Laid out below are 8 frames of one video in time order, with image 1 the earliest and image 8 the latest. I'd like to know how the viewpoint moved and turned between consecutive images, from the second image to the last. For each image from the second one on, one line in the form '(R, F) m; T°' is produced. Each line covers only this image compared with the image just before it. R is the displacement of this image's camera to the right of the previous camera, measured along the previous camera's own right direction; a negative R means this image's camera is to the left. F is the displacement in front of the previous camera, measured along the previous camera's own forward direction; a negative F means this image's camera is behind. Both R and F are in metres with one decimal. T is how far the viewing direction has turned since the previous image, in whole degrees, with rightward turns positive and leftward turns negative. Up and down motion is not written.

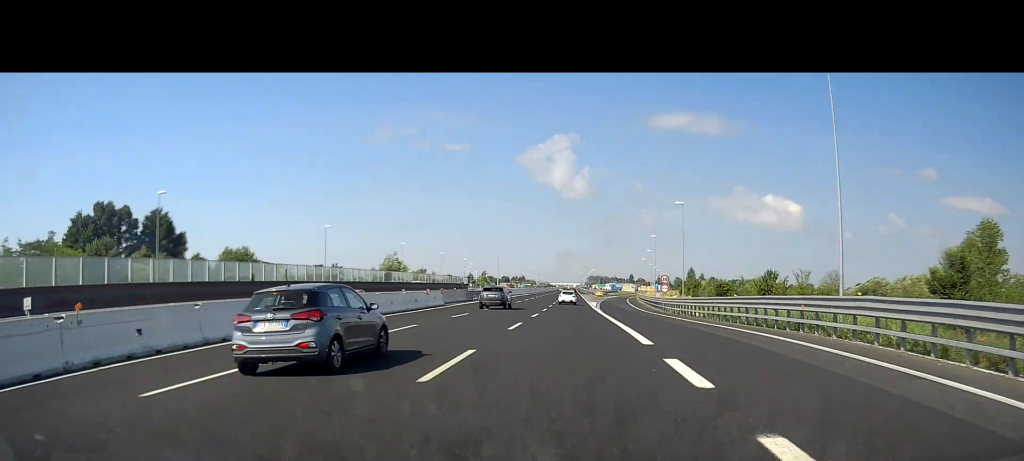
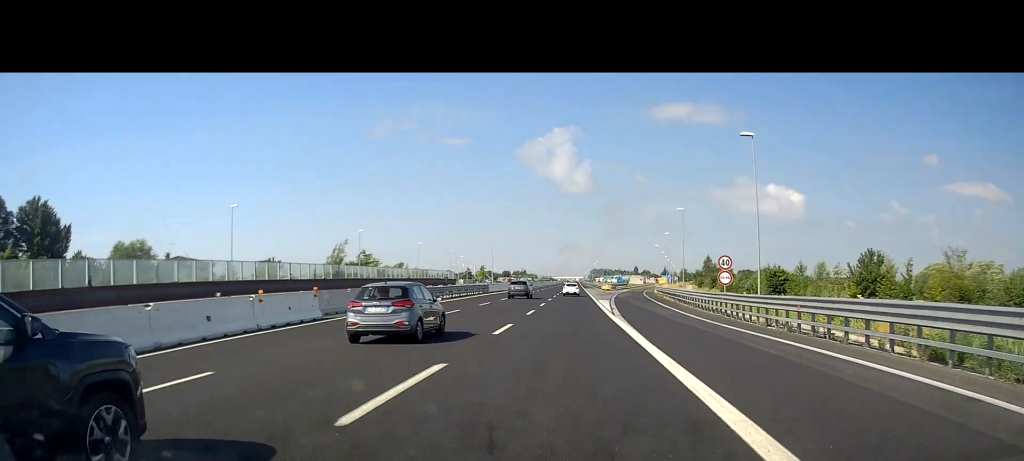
(-0.4, +26.3) m; -1°
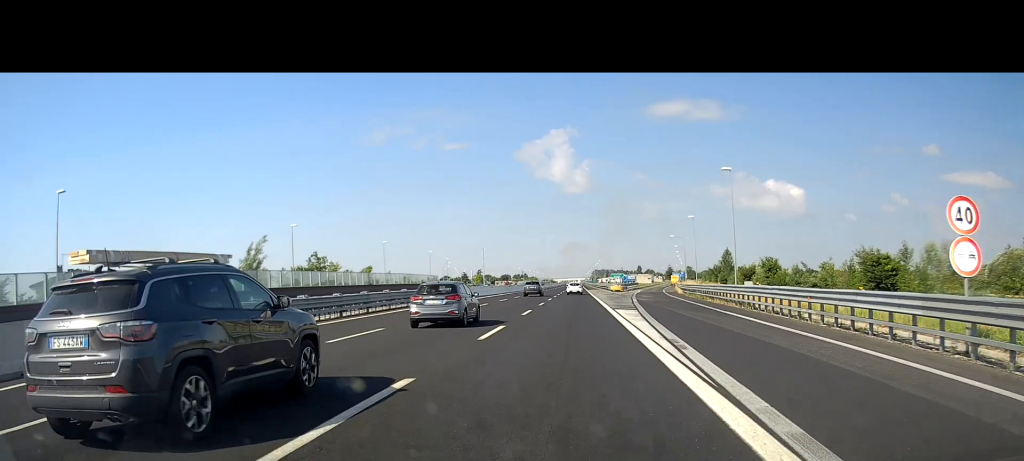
(+0.1, +25.4) m; 0°
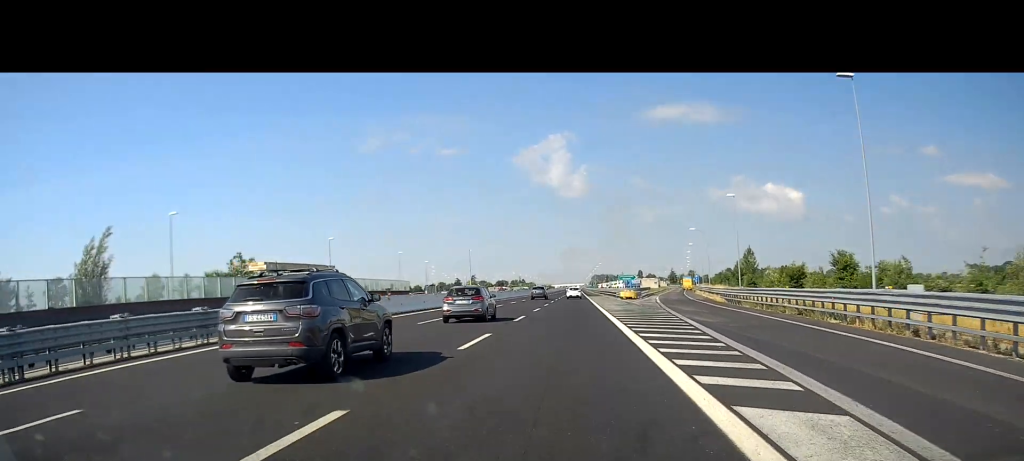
(-0.1, +25.4) m; 0°
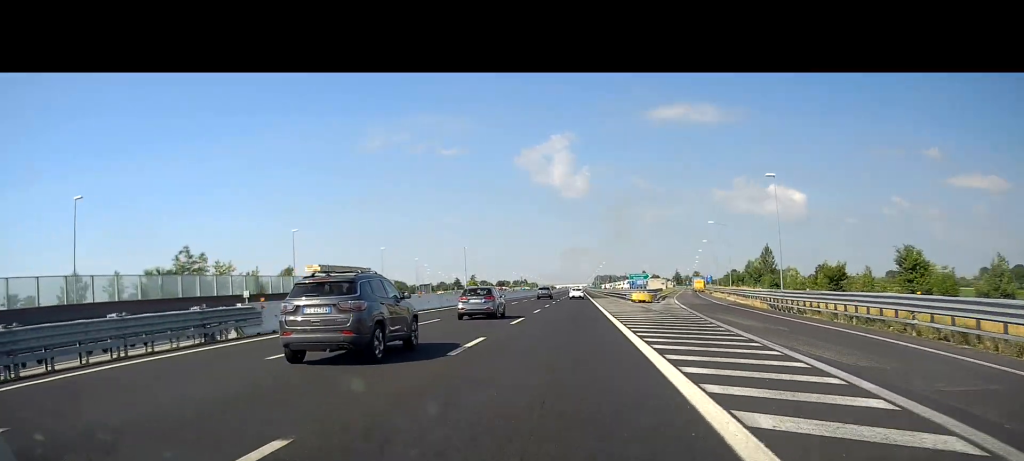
(0.0, +13.1) m; 0°
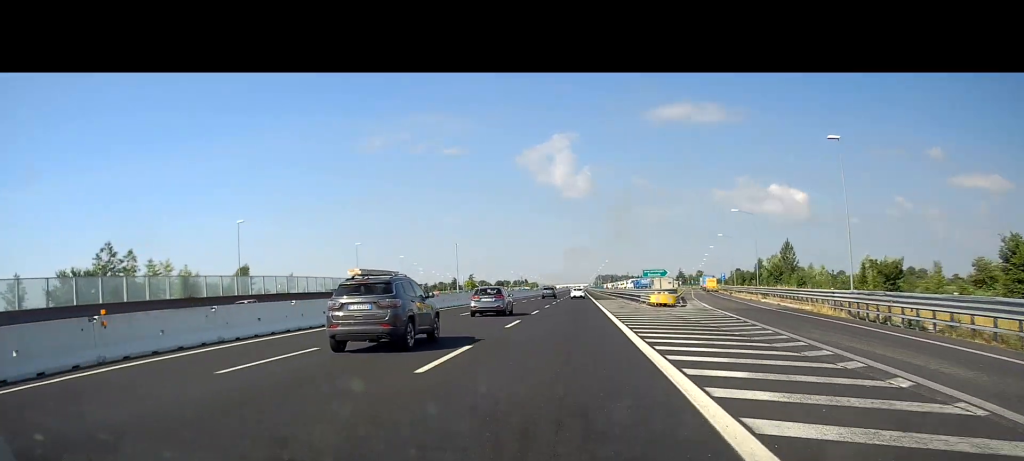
(0.0, +14.0) m; 0°
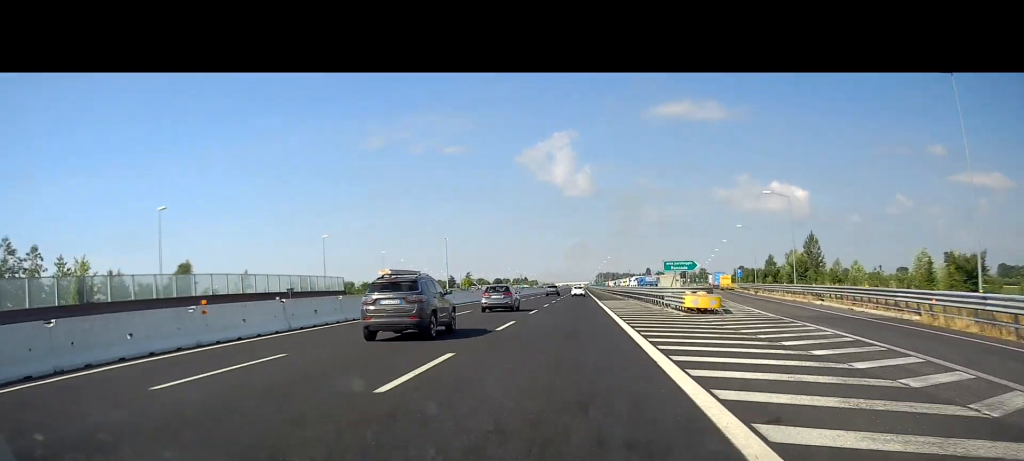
(0.0, +14.1) m; 0°
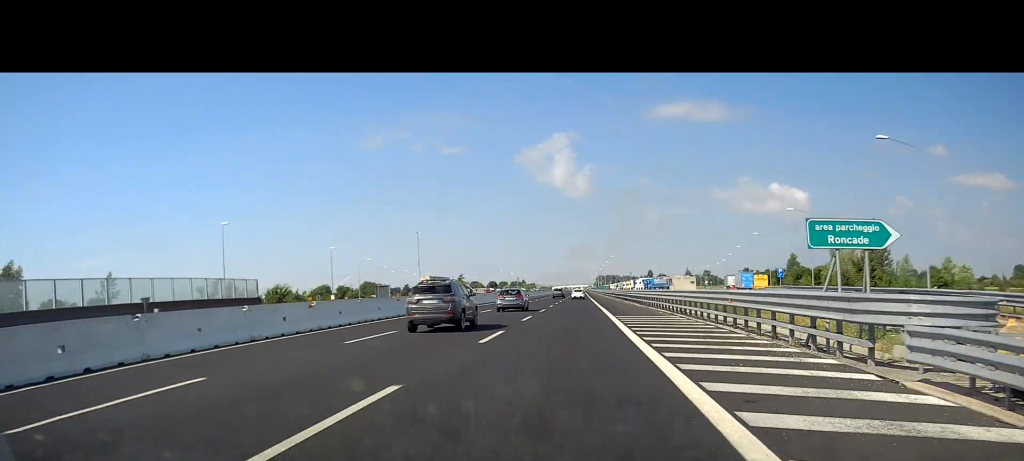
(-0.1, +27.3) m; 0°
